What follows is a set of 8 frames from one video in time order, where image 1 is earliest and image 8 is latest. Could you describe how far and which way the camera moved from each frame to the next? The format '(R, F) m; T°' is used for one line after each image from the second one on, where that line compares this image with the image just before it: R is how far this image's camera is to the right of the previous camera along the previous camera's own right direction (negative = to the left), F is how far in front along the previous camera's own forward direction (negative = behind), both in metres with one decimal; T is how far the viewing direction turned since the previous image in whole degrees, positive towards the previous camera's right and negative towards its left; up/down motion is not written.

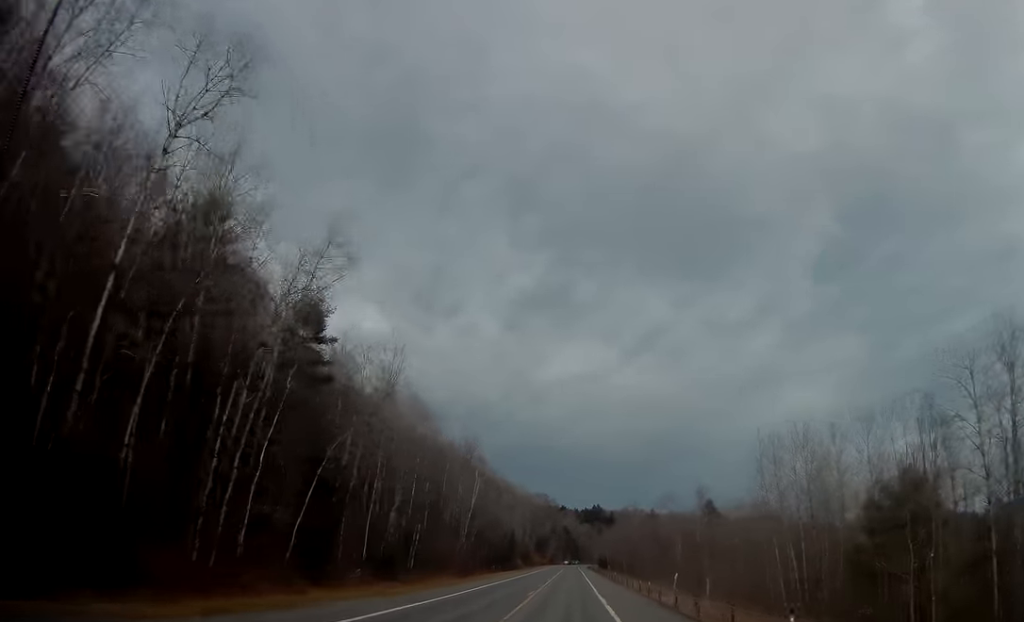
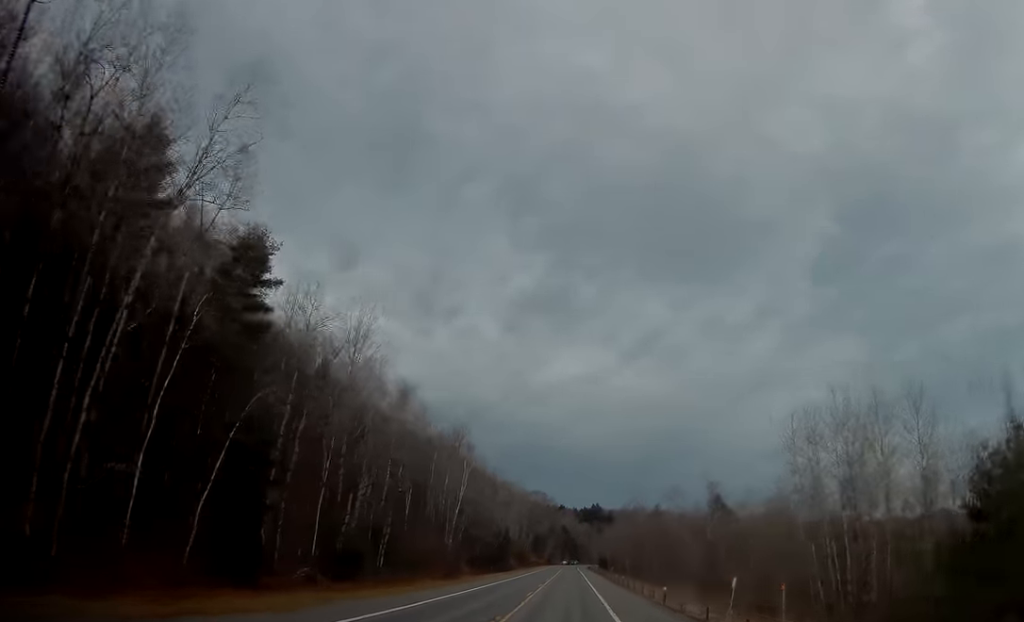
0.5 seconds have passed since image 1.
(-0.1, +11.2) m; 0°
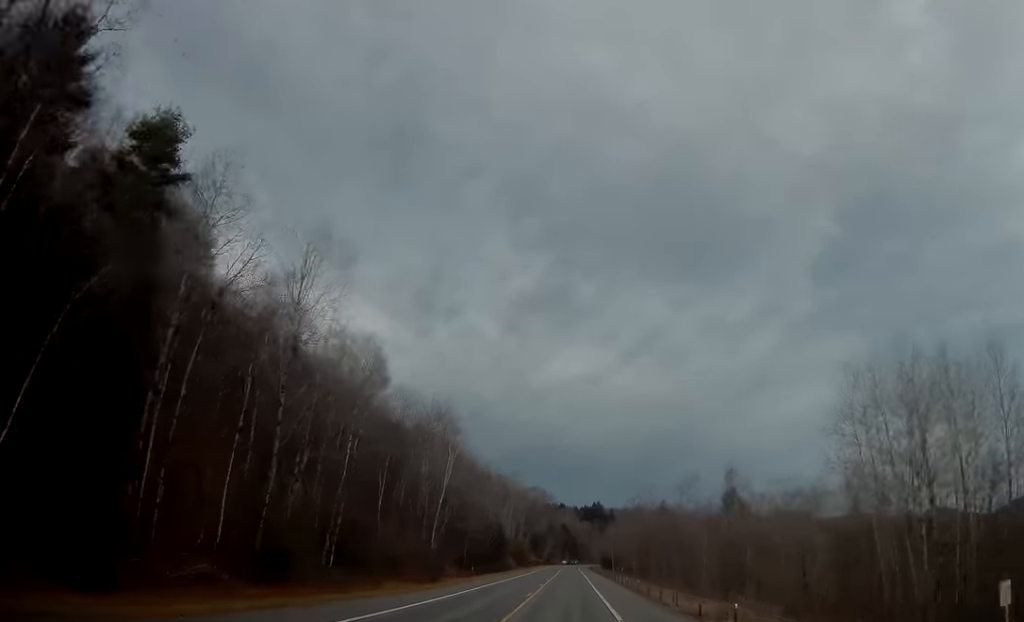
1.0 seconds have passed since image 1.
(-0.1, +13.0) m; 0°
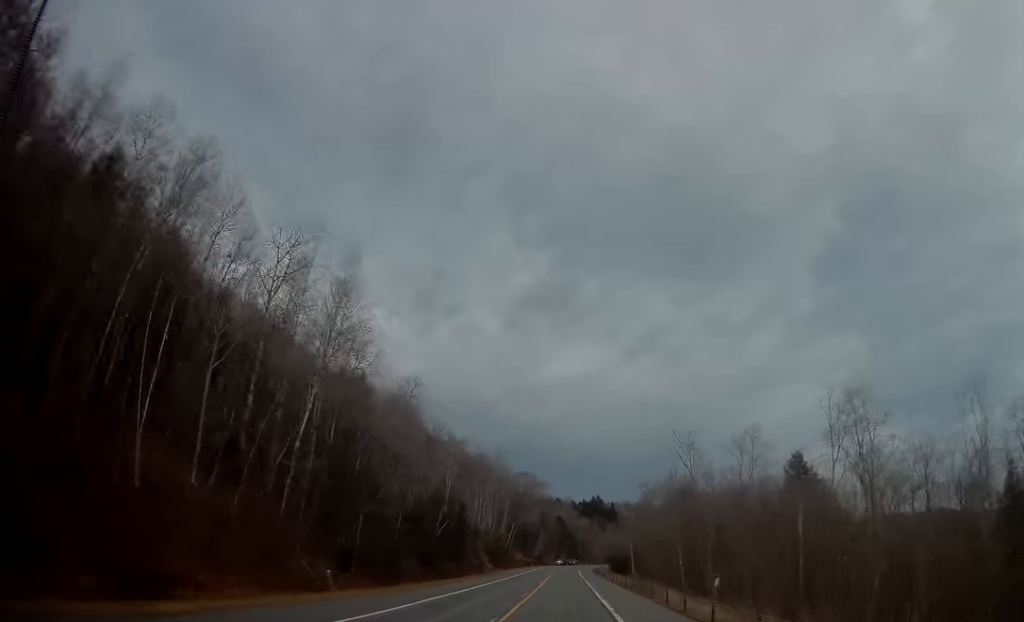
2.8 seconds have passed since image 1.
(+0.4, +46.2) m; 0°
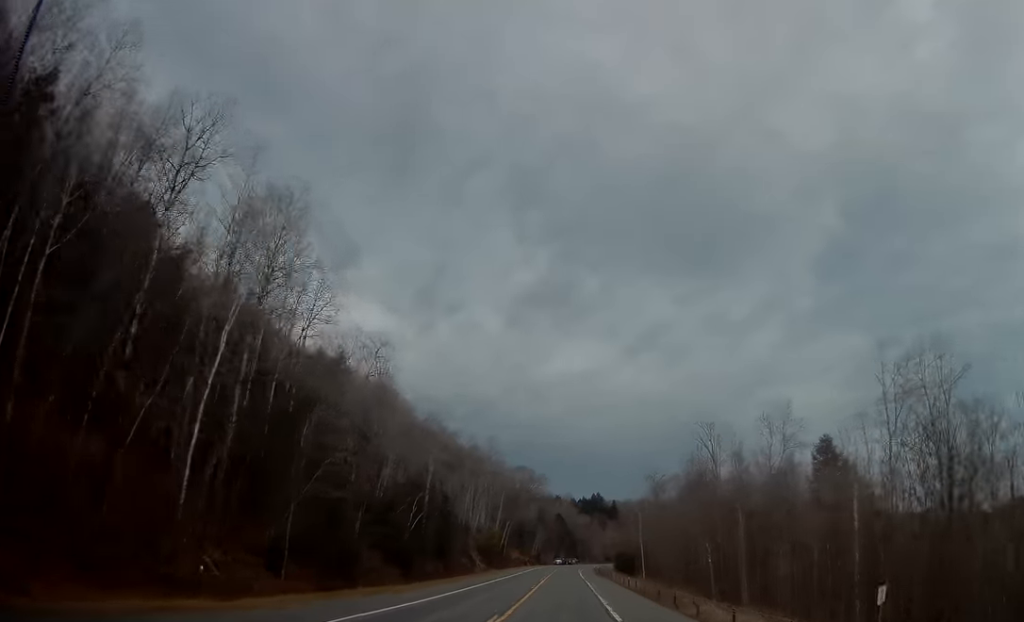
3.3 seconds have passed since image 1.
(-0.1, +12.2) m; 0°
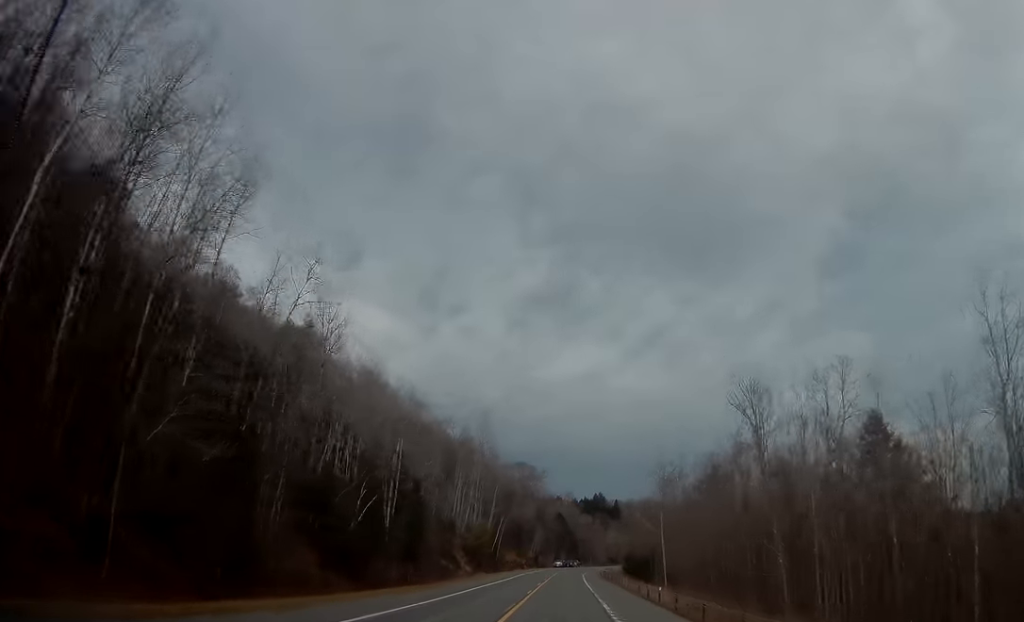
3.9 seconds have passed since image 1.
(-0.2, +15.7) m; 0°
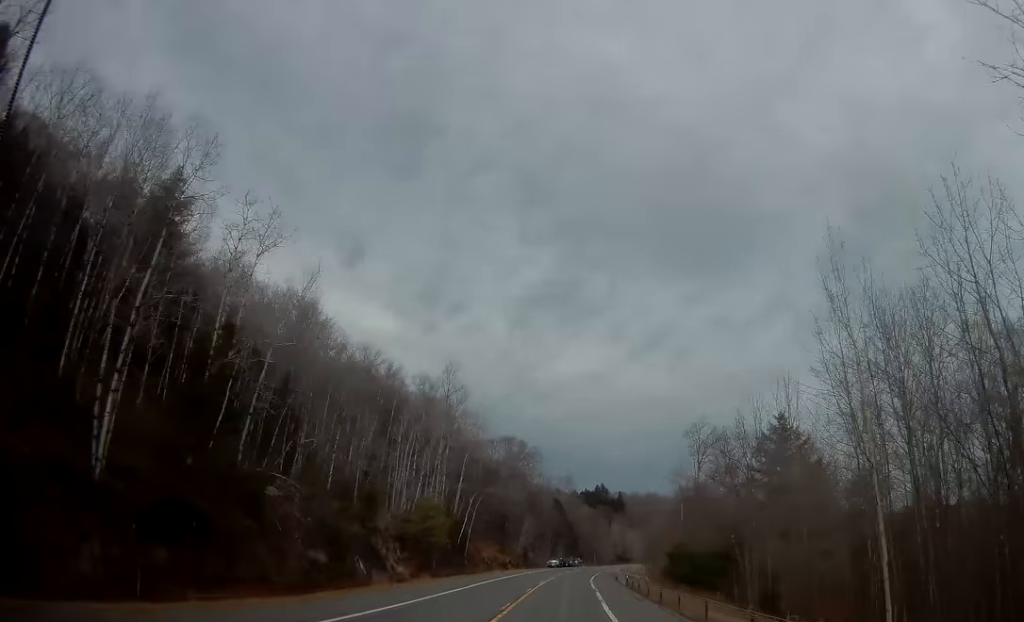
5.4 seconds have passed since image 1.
(+0.3, +40.1) m; 0°
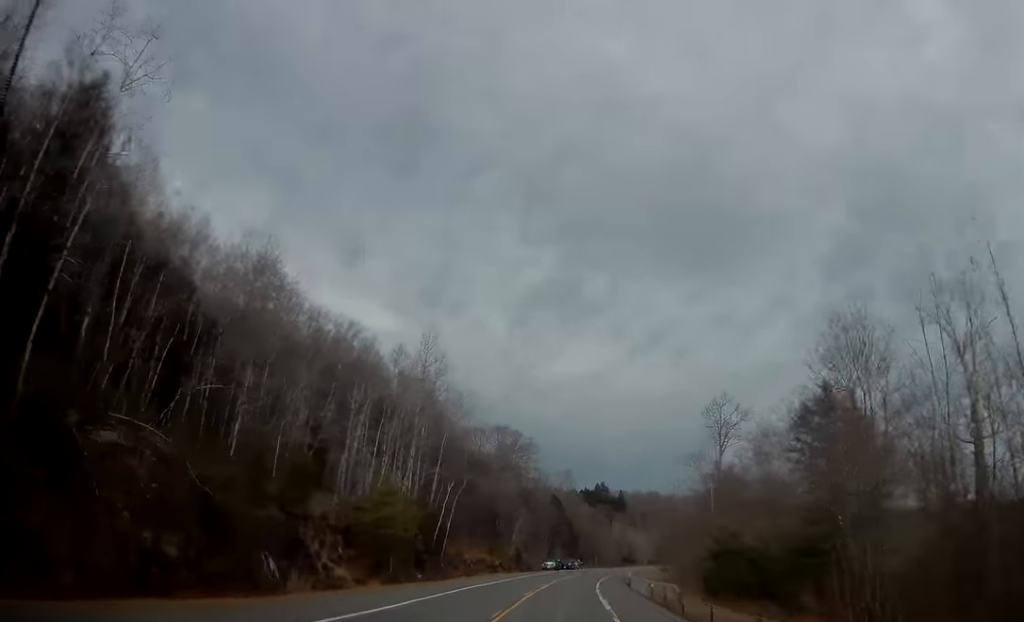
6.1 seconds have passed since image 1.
(-0.1, +16.1) m; 0°
